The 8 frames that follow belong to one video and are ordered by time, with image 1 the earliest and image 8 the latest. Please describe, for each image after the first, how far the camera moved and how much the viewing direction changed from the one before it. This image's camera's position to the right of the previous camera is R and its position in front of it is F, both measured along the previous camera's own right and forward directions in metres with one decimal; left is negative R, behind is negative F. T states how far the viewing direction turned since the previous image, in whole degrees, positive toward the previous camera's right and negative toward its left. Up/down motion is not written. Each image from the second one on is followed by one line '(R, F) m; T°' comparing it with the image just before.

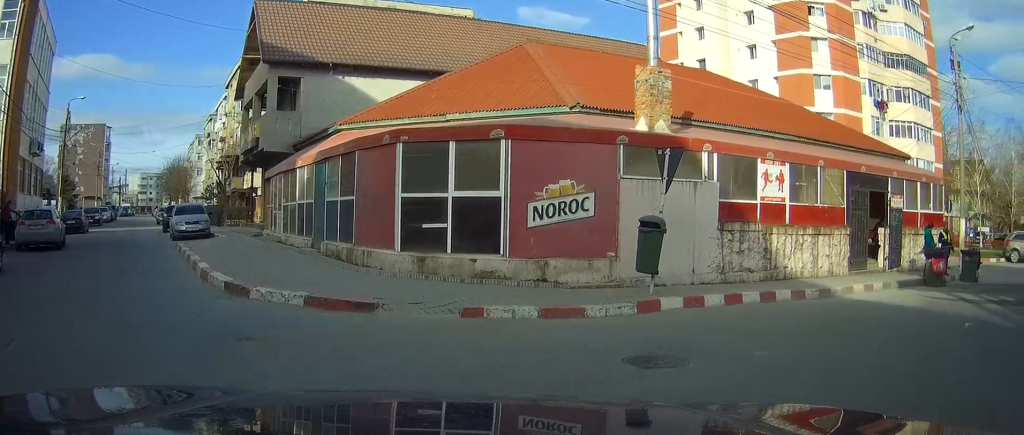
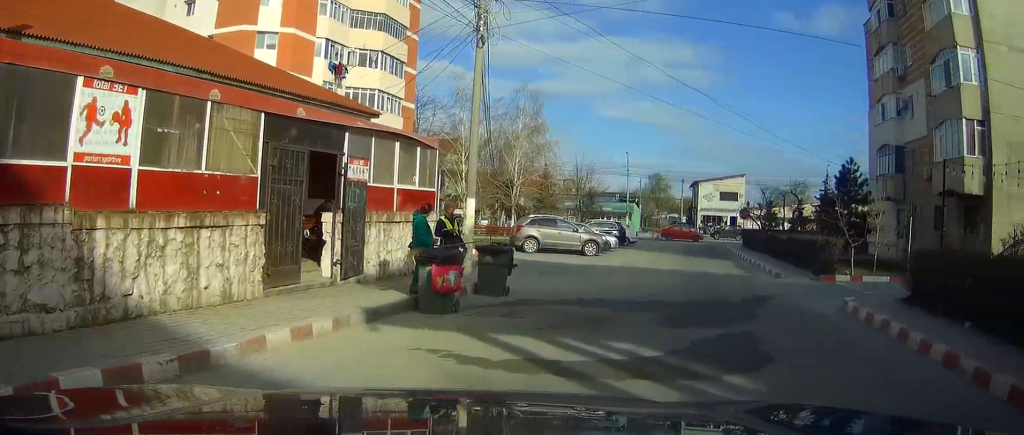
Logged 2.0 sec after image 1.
(+2.6, +8.0) m; +40°
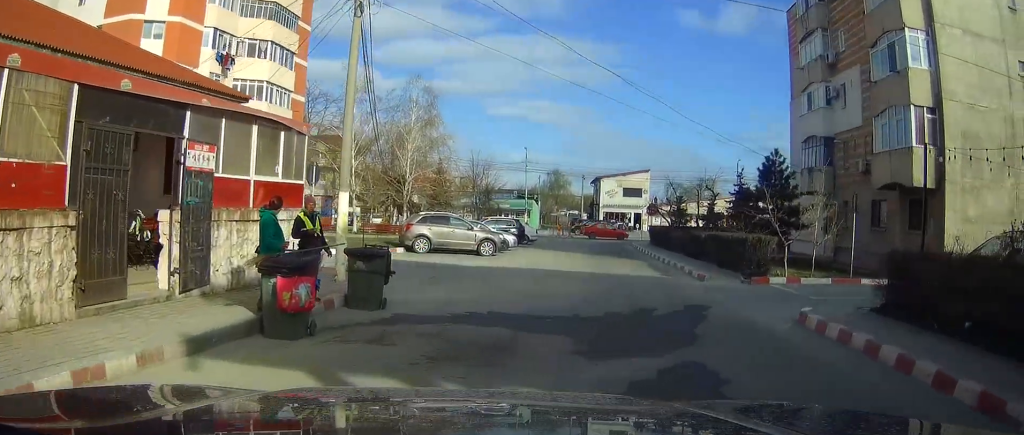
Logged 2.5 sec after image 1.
(+0.3, +2.7) m; +8°
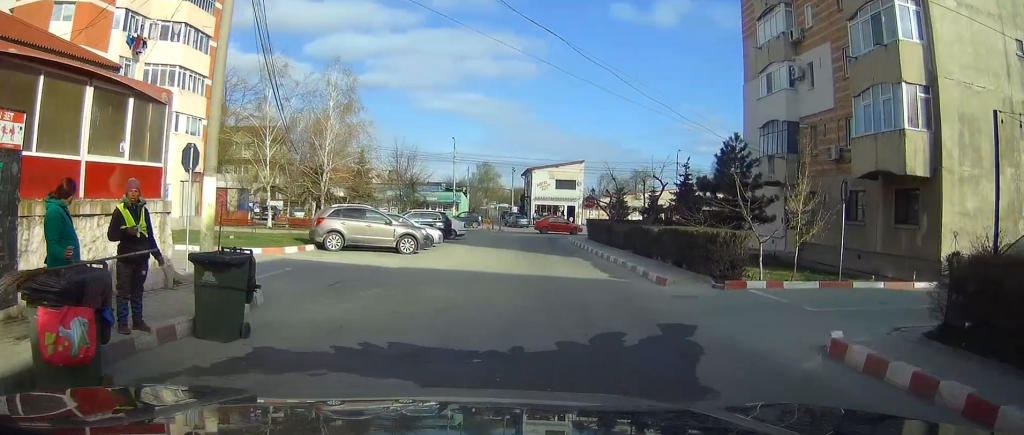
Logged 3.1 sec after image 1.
(+0.3, +3.7) m; +8°
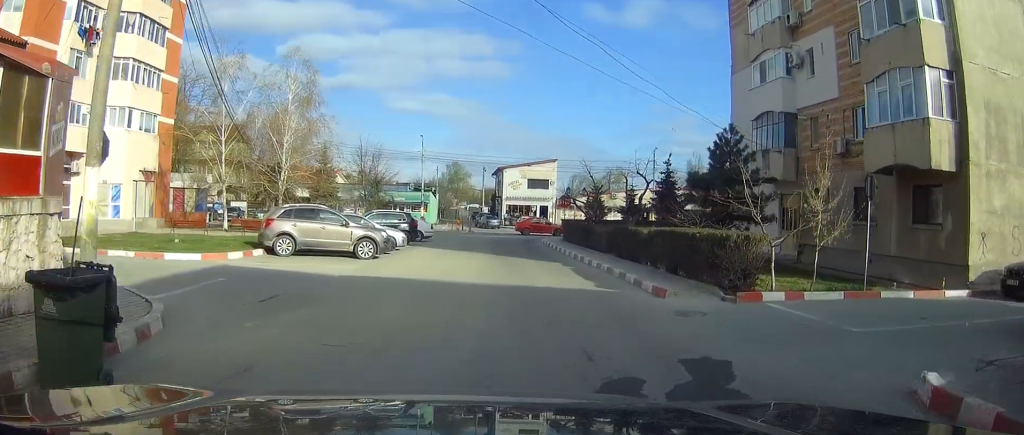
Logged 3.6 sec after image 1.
(+0.2, +3.1) m; -3°
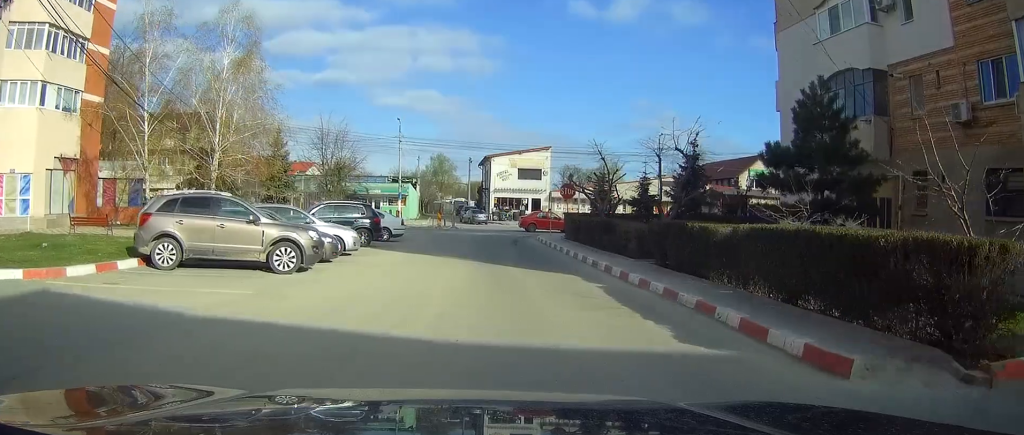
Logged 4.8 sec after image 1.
(-1.0, +8.8) m; -10°
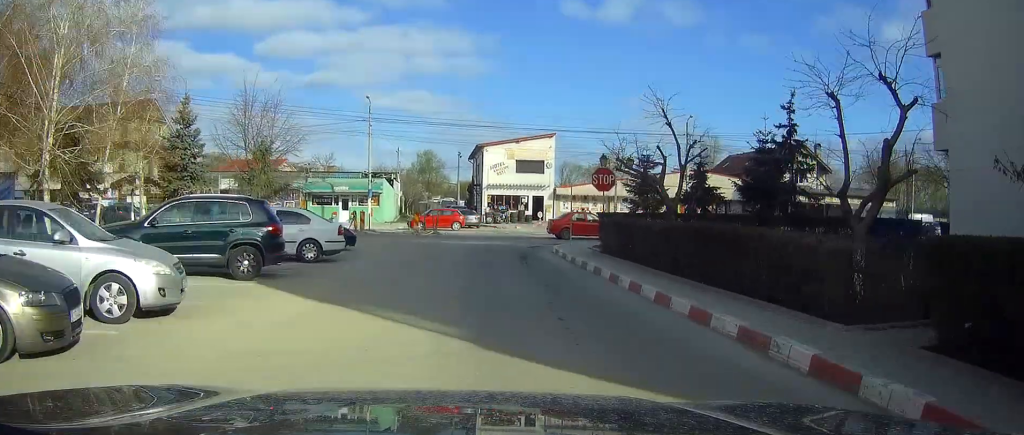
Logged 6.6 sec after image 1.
(+0.7, +13.2) m; +7°
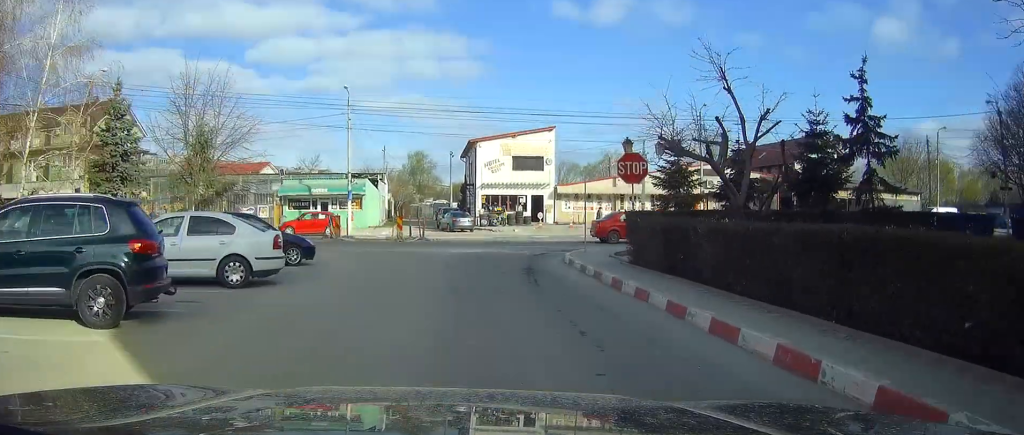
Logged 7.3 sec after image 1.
(+0.2, +5.8) m; -1°
